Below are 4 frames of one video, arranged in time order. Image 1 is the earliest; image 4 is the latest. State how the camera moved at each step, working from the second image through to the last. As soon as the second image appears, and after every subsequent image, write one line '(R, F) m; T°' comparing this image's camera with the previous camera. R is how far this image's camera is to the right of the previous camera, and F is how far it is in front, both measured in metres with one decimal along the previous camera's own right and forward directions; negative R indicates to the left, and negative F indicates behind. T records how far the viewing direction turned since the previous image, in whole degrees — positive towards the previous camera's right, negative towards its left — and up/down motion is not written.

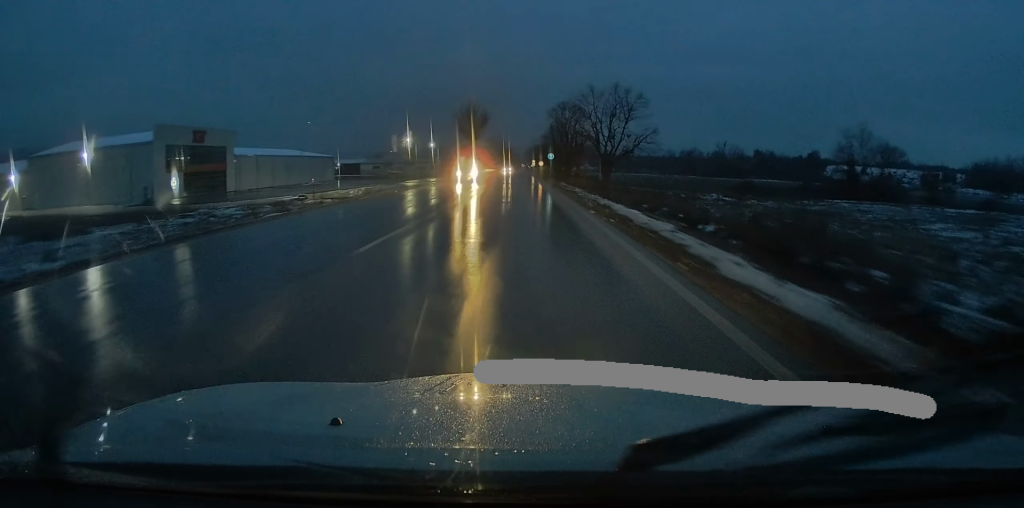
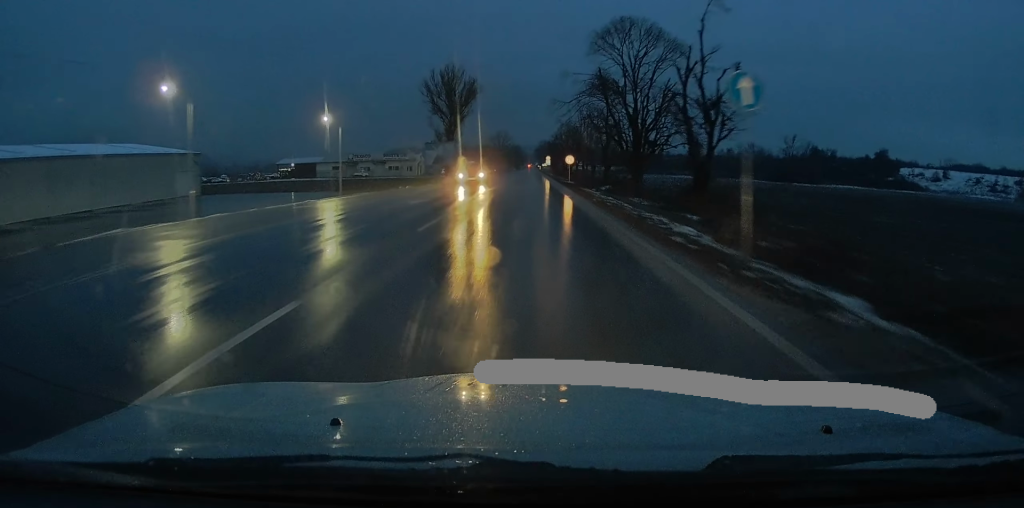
(-0.1, +60.9) m; -1°
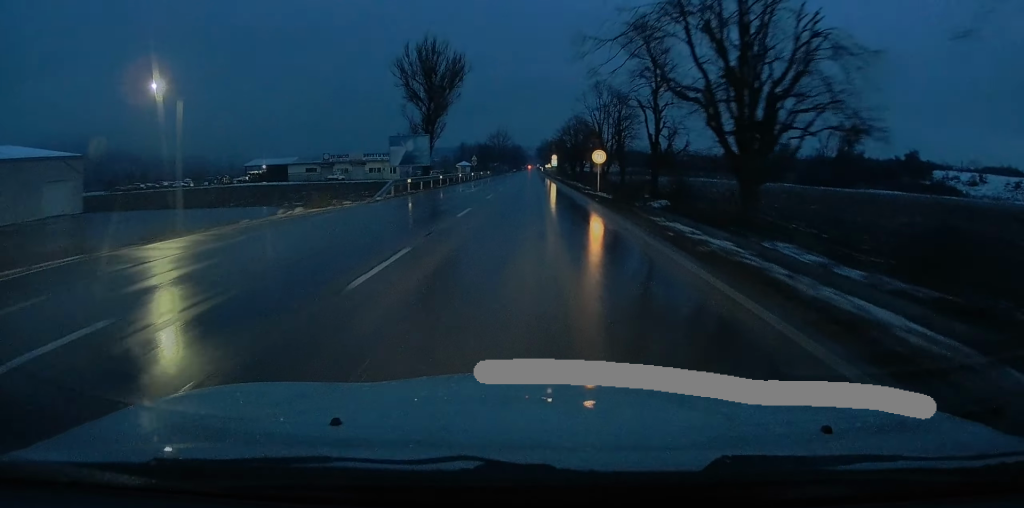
(-0.1, +23.2) m; 0°
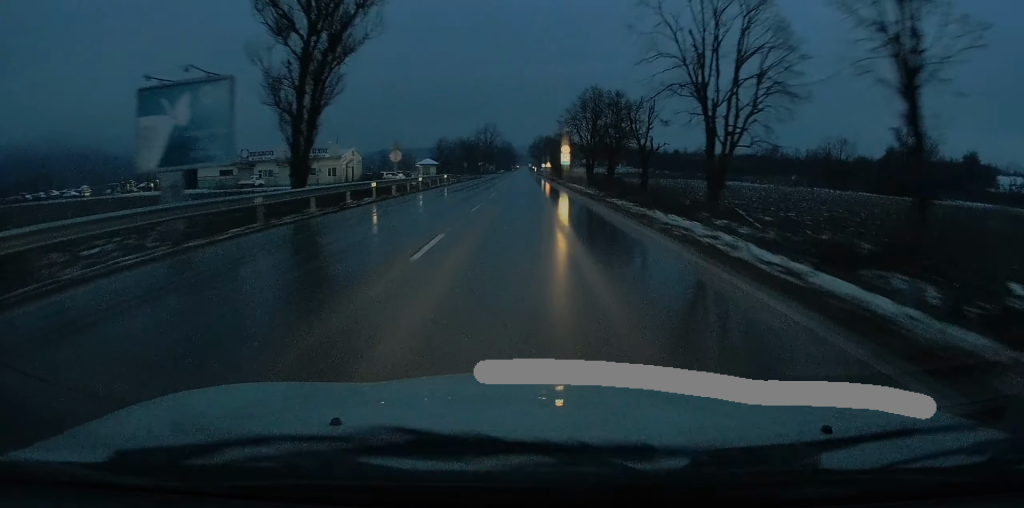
(+0.4, +43.1) m; +1°
